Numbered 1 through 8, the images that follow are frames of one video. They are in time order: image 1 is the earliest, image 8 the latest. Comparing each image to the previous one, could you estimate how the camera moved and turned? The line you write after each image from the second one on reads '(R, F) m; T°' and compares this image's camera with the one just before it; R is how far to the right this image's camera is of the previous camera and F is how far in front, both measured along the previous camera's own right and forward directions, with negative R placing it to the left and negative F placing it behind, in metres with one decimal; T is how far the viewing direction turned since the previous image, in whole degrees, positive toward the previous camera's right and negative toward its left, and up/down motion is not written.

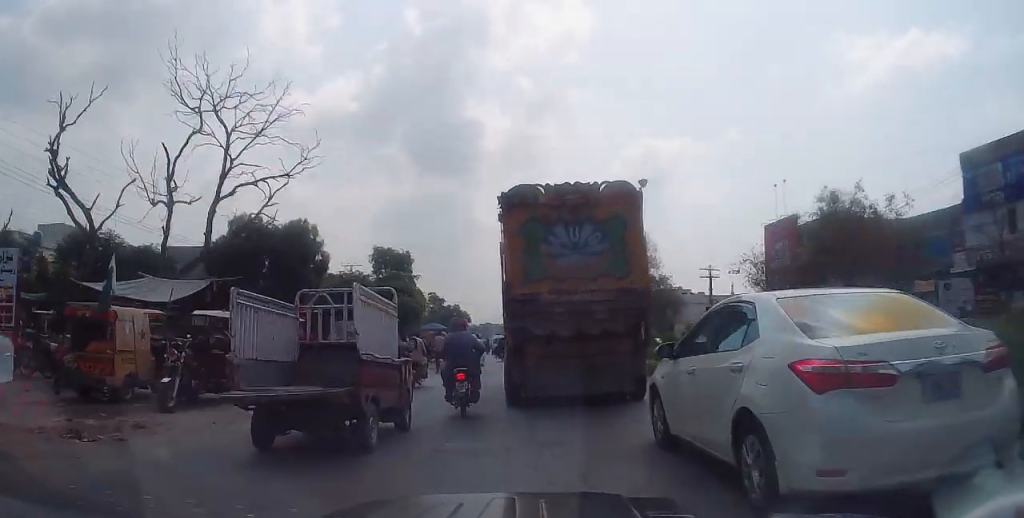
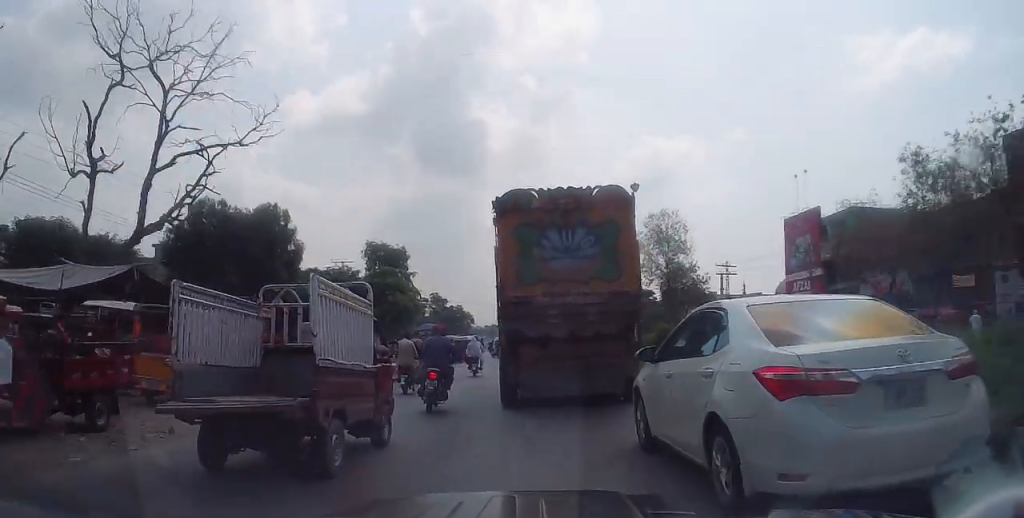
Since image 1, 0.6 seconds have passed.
(+0.5, +4.7) m; -2°
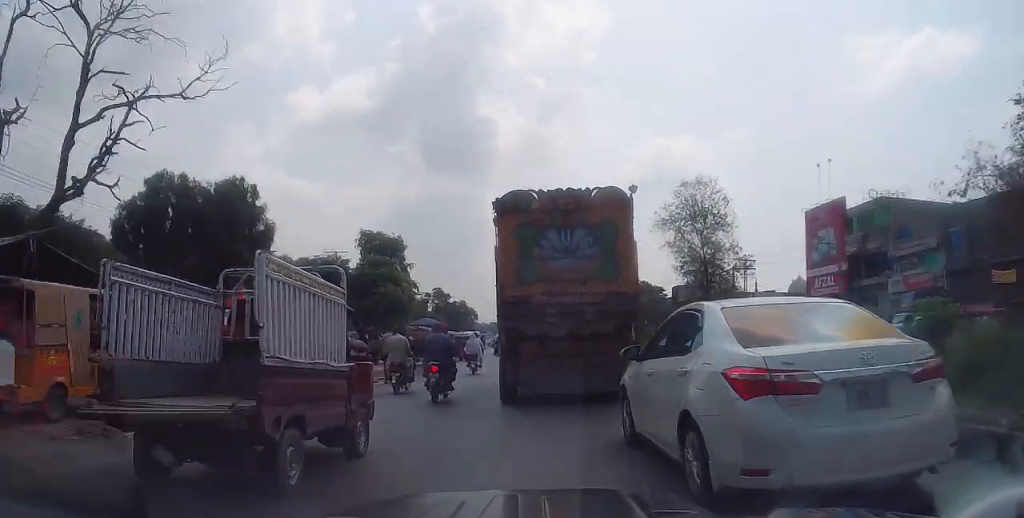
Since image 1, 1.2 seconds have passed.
(-0.6, +4.2) m; -1°
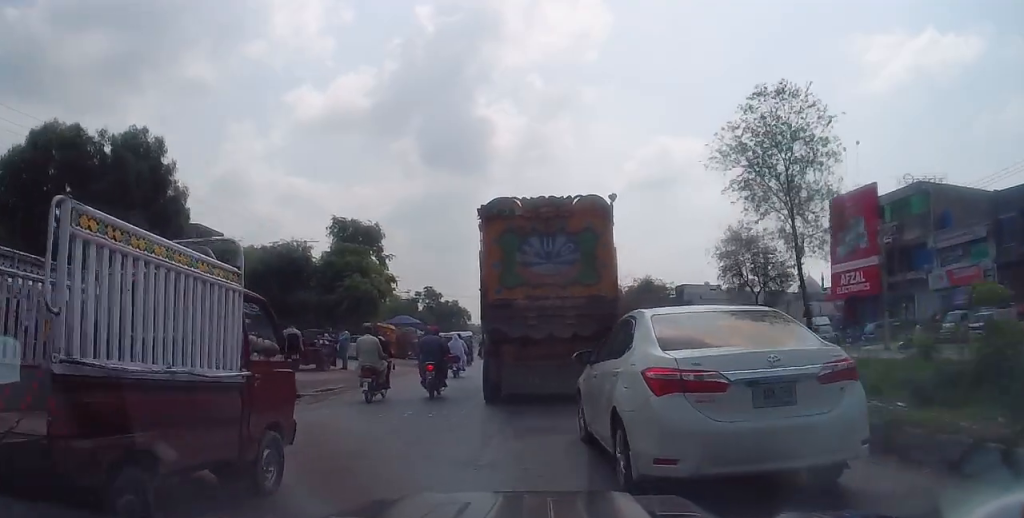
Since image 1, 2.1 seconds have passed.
(+0.1, +6.9) m; +2°
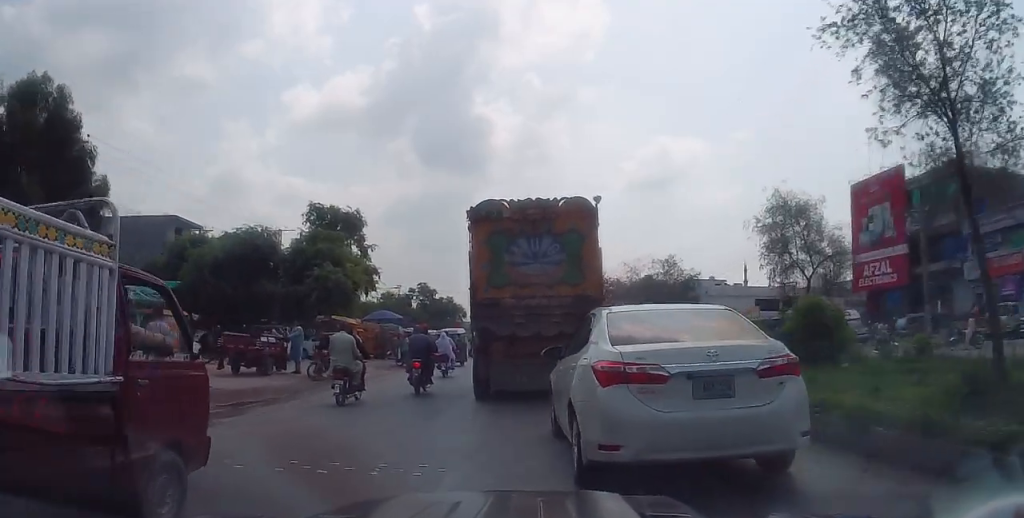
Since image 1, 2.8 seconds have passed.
(+0.3, +5.0) m; +2°
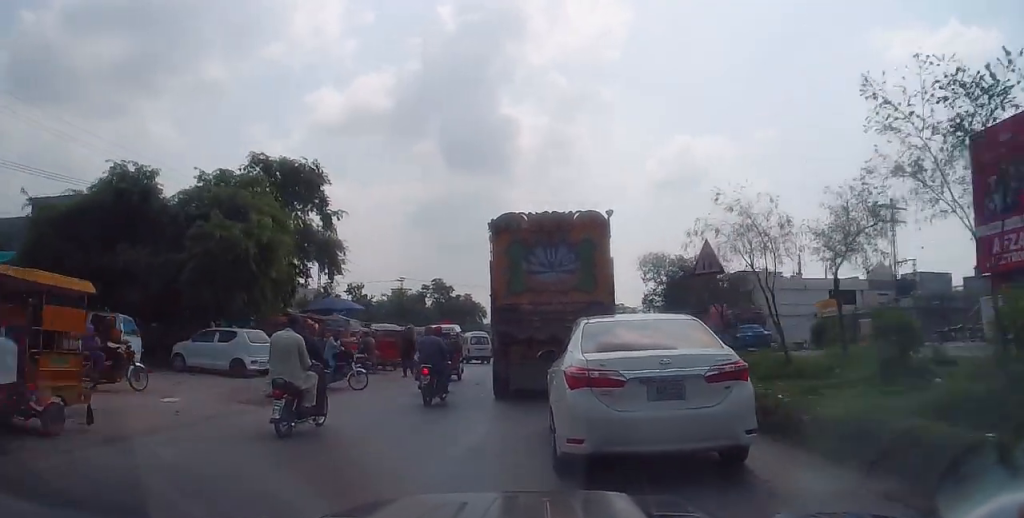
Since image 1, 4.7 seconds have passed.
(-0.8, +14.3) m; -4°
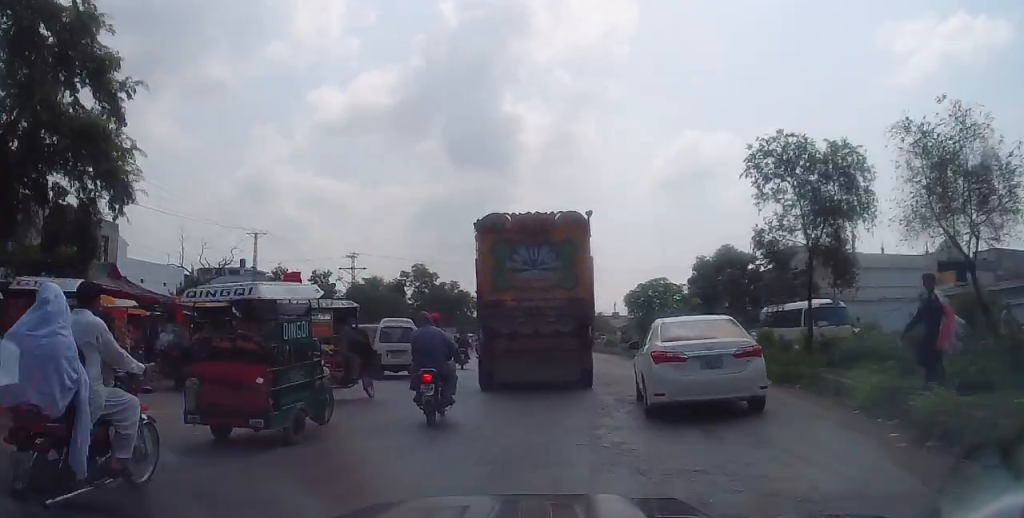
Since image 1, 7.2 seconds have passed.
(-0.1, +19.9) m; 0°
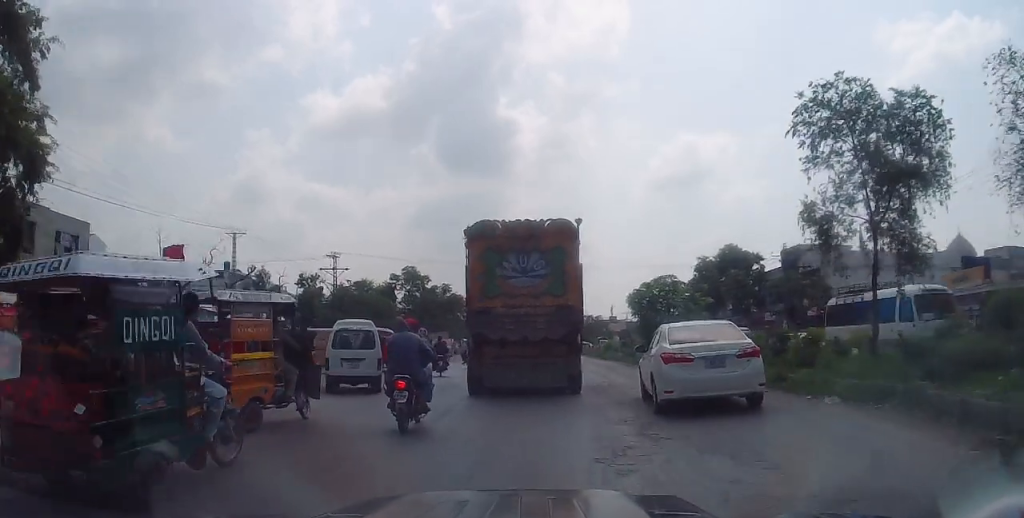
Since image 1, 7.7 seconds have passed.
(+0.1, +3.7) m; 0°
